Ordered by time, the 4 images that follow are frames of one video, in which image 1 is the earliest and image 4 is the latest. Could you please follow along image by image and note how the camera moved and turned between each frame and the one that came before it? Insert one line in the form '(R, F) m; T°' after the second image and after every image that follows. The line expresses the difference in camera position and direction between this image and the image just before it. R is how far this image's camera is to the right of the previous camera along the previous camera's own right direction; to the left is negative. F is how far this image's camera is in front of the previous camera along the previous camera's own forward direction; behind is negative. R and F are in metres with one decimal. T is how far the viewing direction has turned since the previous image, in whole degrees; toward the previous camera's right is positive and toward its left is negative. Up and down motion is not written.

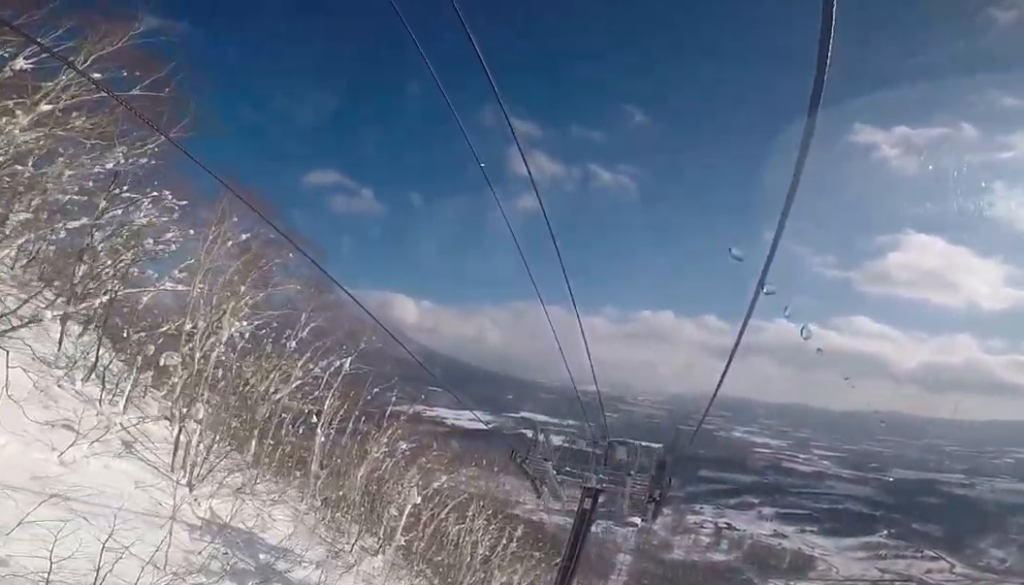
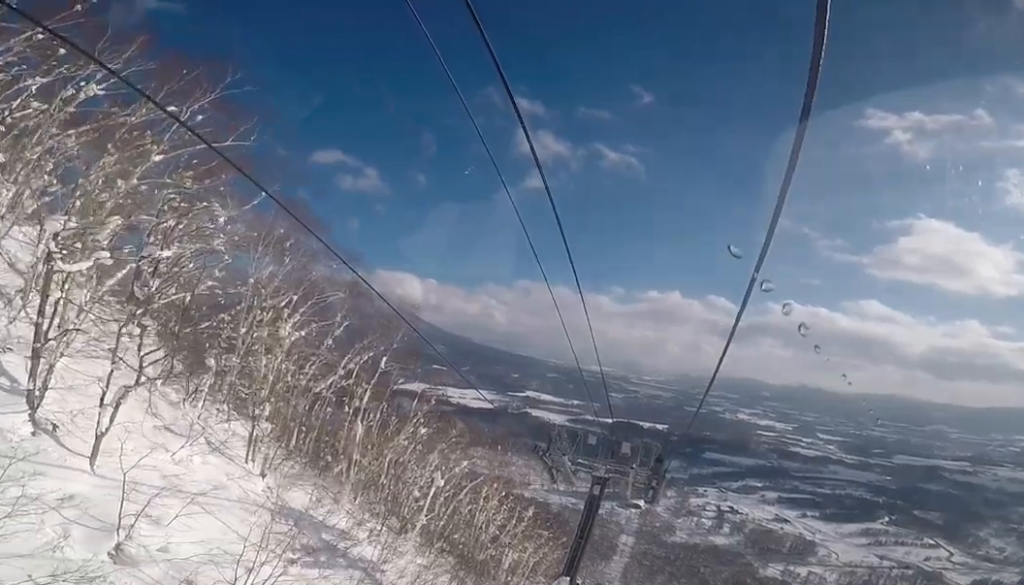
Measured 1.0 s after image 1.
(0.0, +4.0) m; 0°
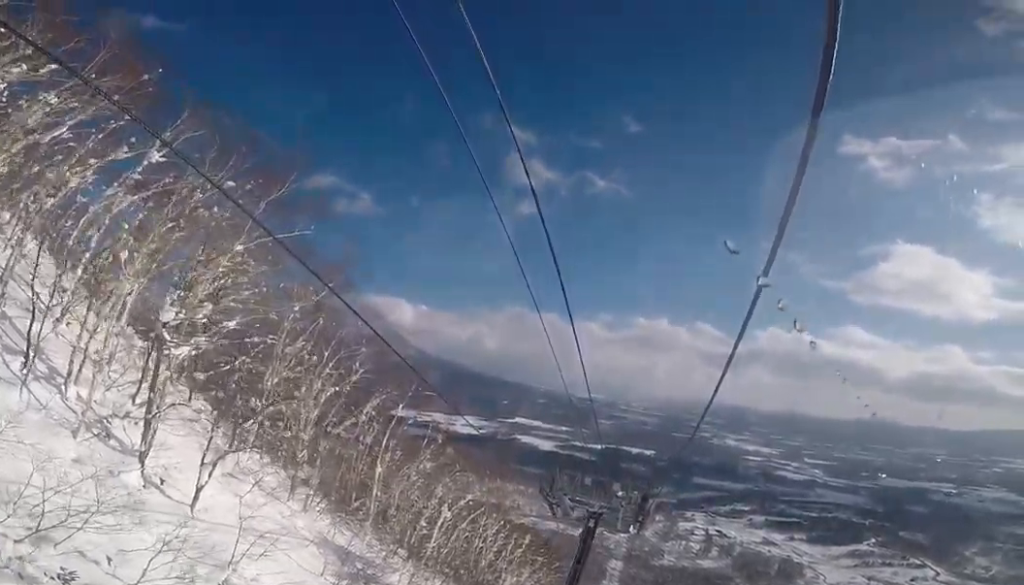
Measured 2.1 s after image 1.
(0.0, +4.5) m; 0°
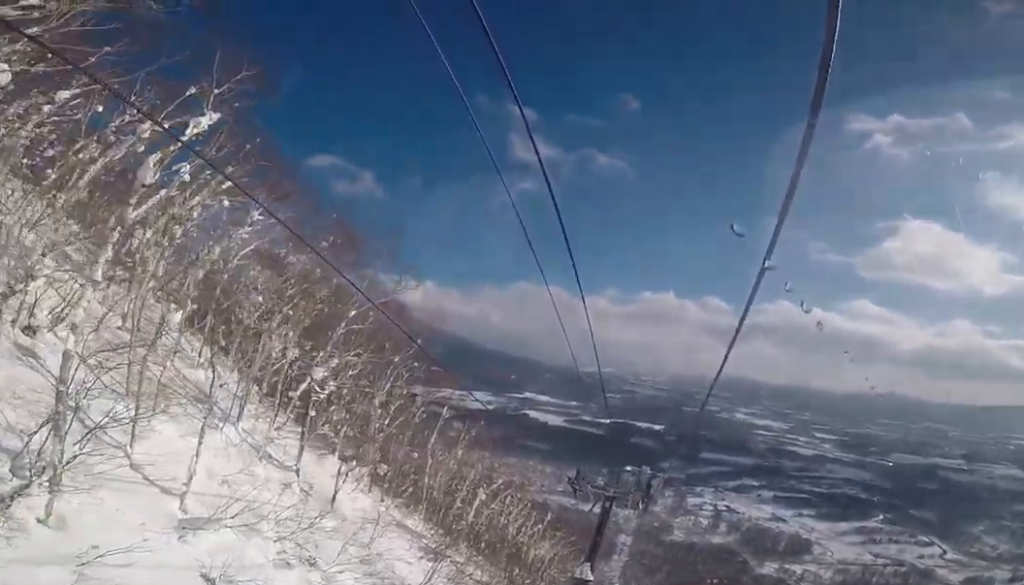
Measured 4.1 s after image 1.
(0.0, +7.8) m; 0°
